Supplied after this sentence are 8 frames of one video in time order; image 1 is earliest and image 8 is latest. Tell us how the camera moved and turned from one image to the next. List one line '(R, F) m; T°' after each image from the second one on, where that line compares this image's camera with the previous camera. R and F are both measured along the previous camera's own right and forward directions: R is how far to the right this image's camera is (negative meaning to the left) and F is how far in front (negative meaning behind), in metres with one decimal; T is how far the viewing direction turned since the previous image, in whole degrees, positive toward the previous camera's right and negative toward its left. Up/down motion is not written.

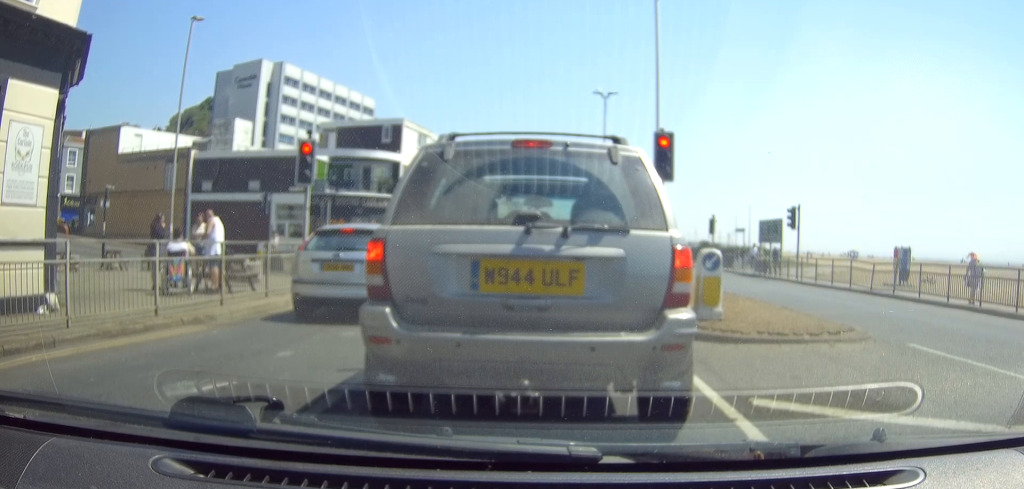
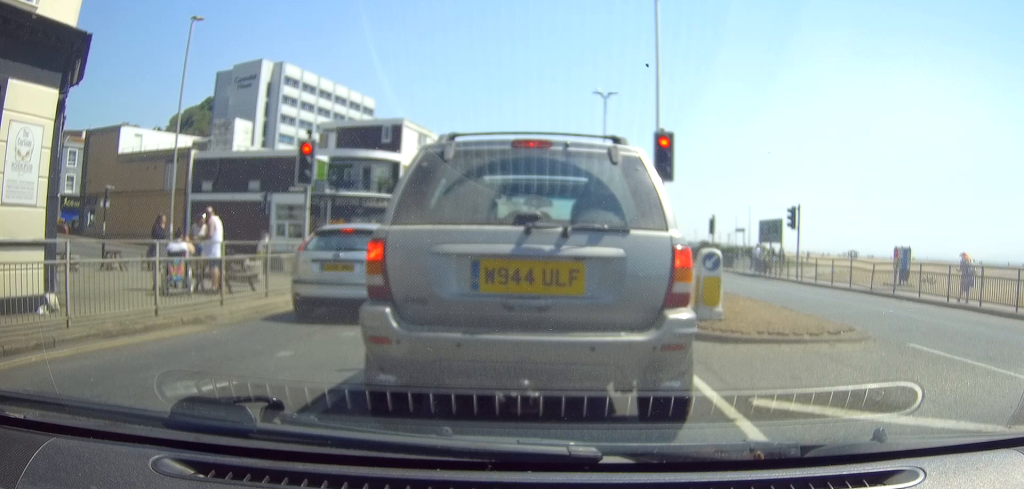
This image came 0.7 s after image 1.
(0.0, 0.0) m; 0°
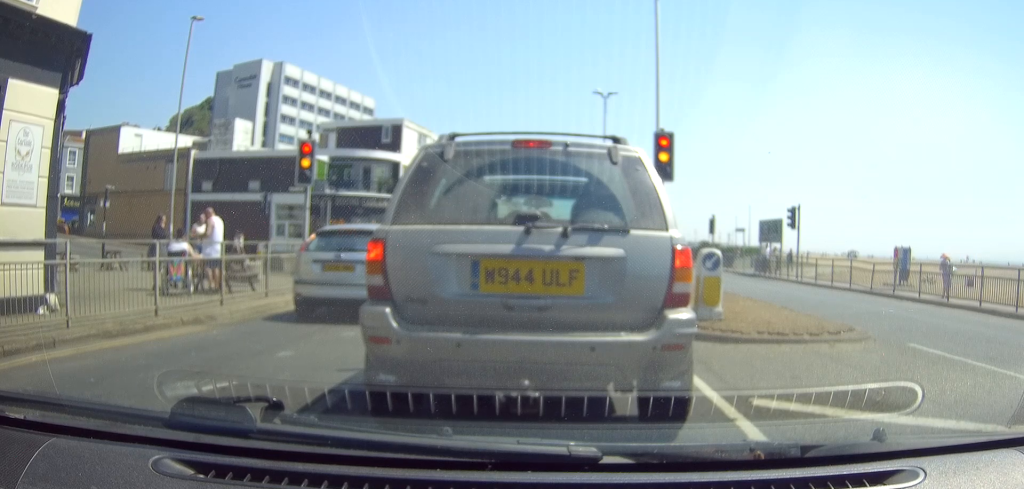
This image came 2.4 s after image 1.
(0.0, 0.0) m; 0°
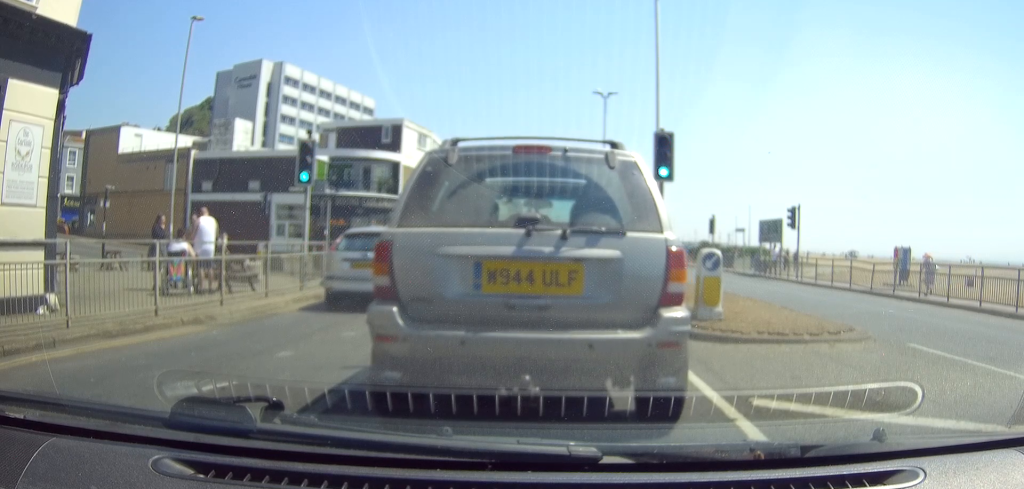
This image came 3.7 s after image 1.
(0.0, 0.0) m; 0°
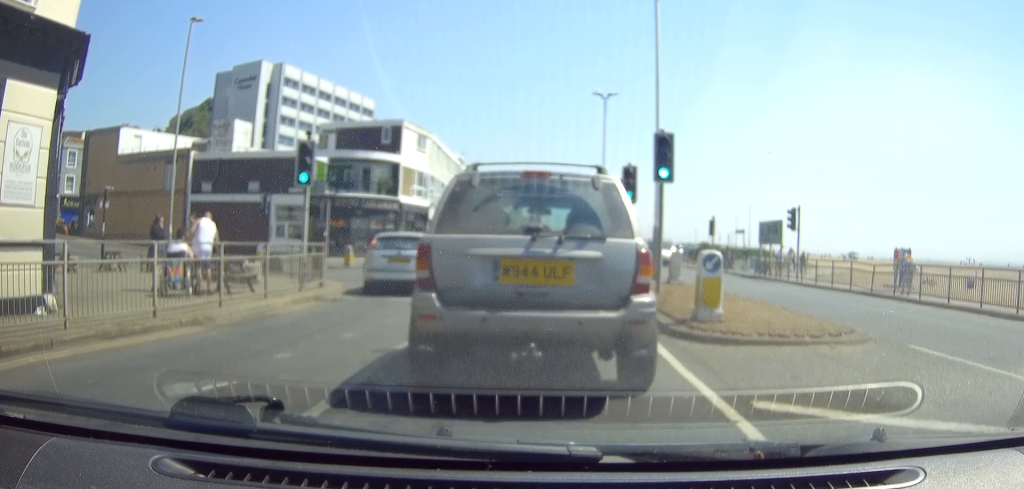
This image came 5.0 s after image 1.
(0.0, +0.1) m; 0°
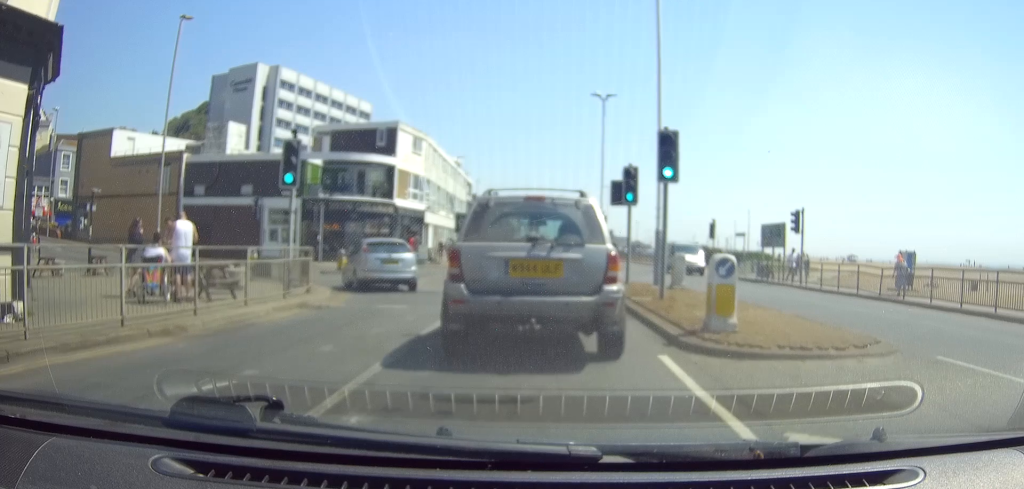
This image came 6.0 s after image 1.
(-0.1, +0.8) m; -4°
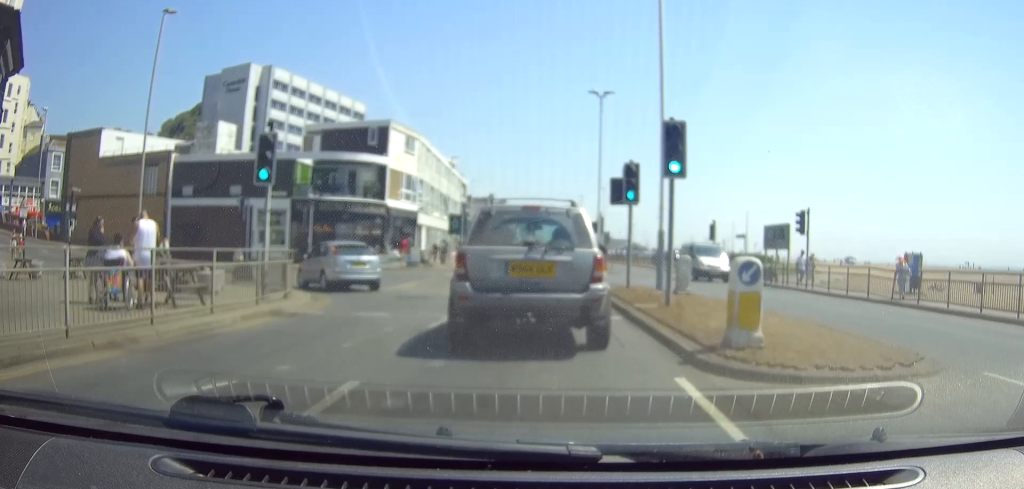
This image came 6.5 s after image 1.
(0.0, +1.3) m; 0°
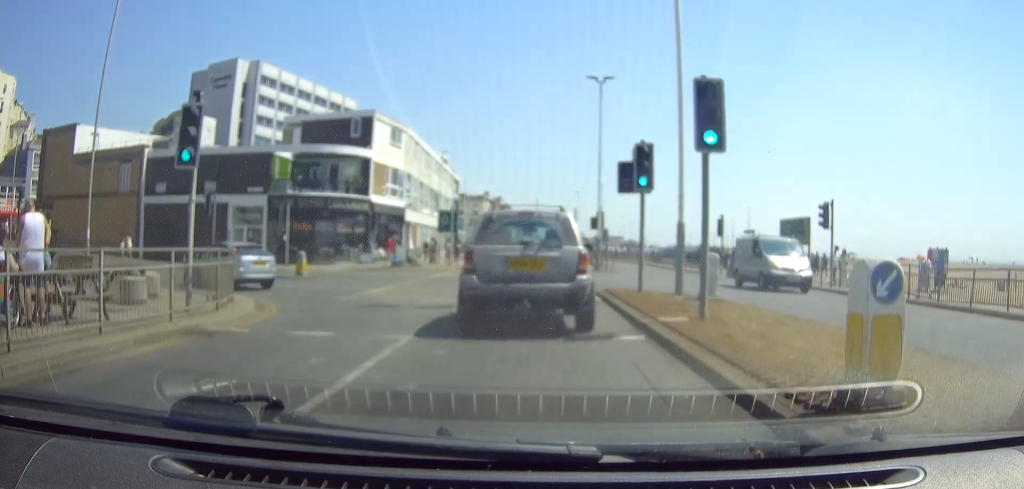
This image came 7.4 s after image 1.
(0.0, +3.0) m; +1°
